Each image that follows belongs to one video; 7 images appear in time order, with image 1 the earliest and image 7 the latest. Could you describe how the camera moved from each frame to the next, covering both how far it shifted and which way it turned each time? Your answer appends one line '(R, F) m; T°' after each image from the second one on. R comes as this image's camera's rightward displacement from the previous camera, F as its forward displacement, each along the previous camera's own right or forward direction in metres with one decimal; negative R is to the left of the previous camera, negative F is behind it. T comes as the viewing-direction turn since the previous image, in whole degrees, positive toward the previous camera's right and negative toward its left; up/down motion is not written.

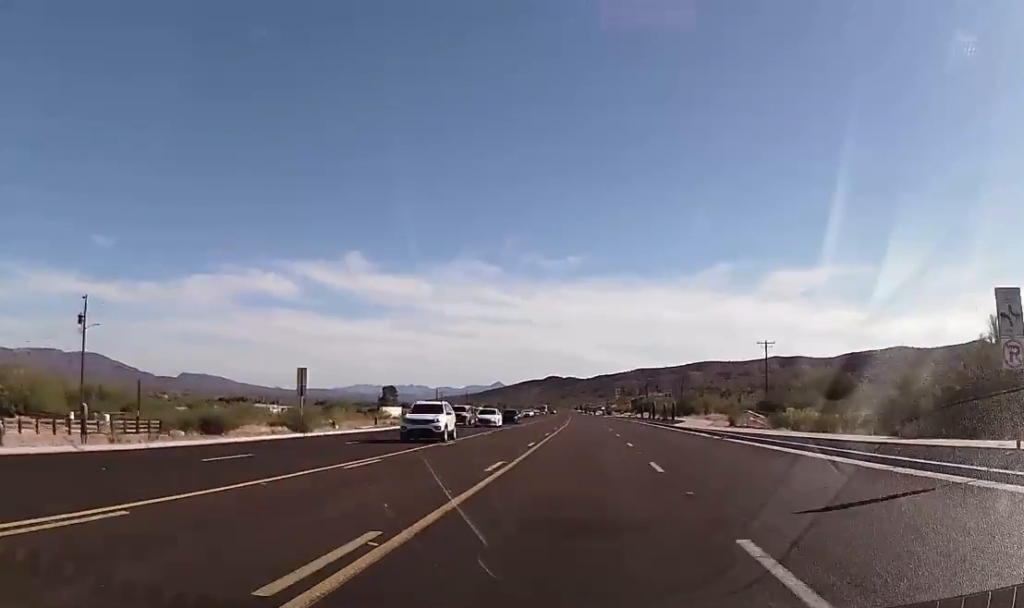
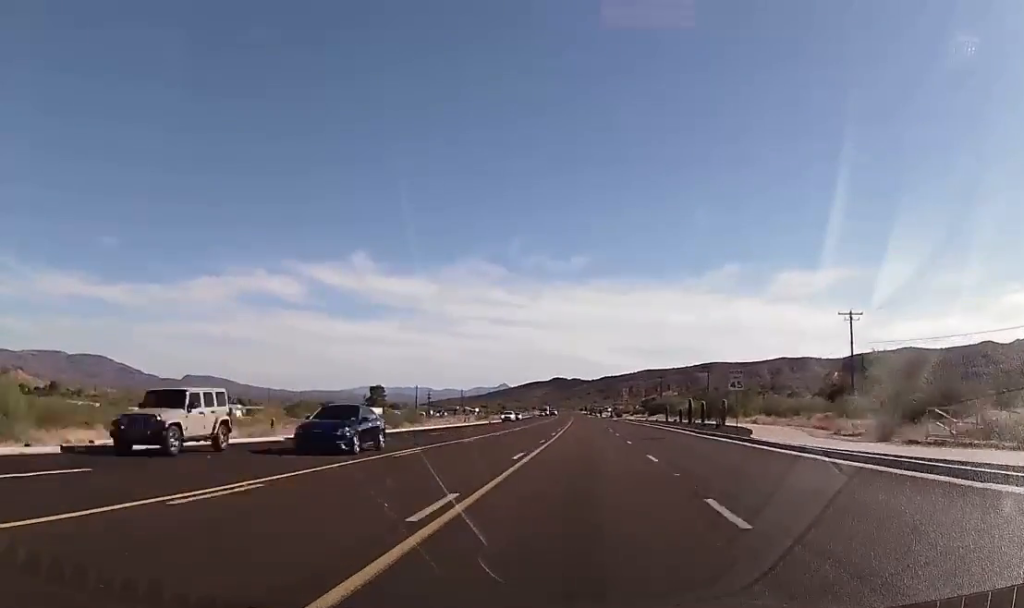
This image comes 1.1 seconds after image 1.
(-0.2, +32.0) m; 0°
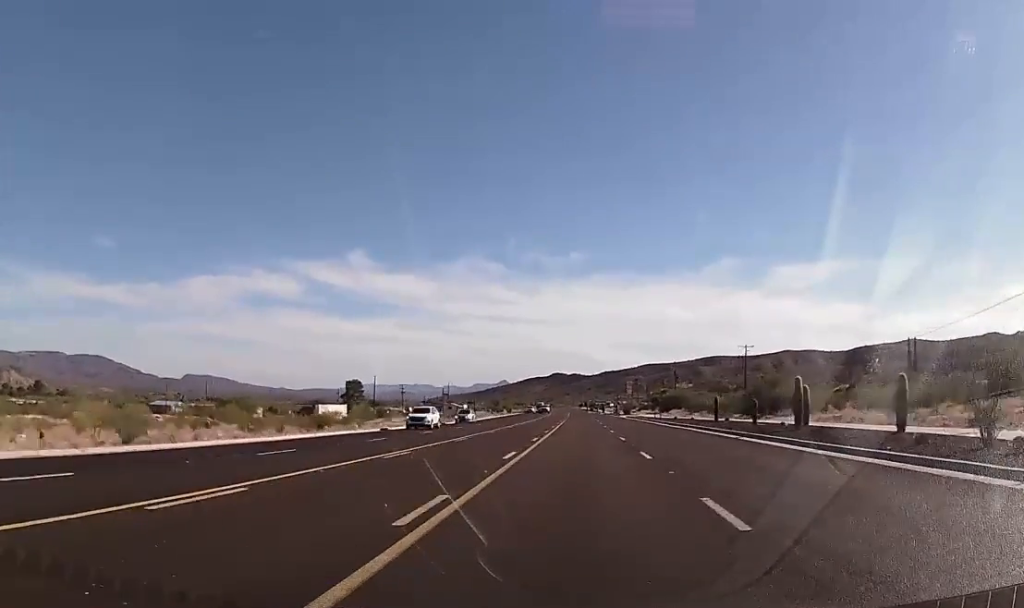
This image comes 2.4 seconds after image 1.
(-0.2, +36.2) m; -1°
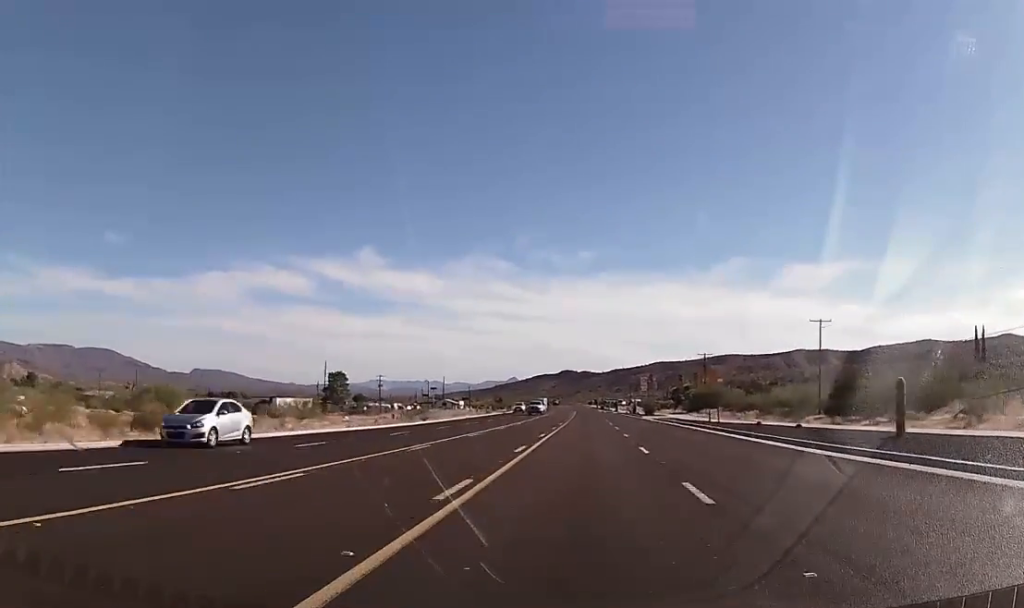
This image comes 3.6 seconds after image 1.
(-0.5, +33.9) m; -1°
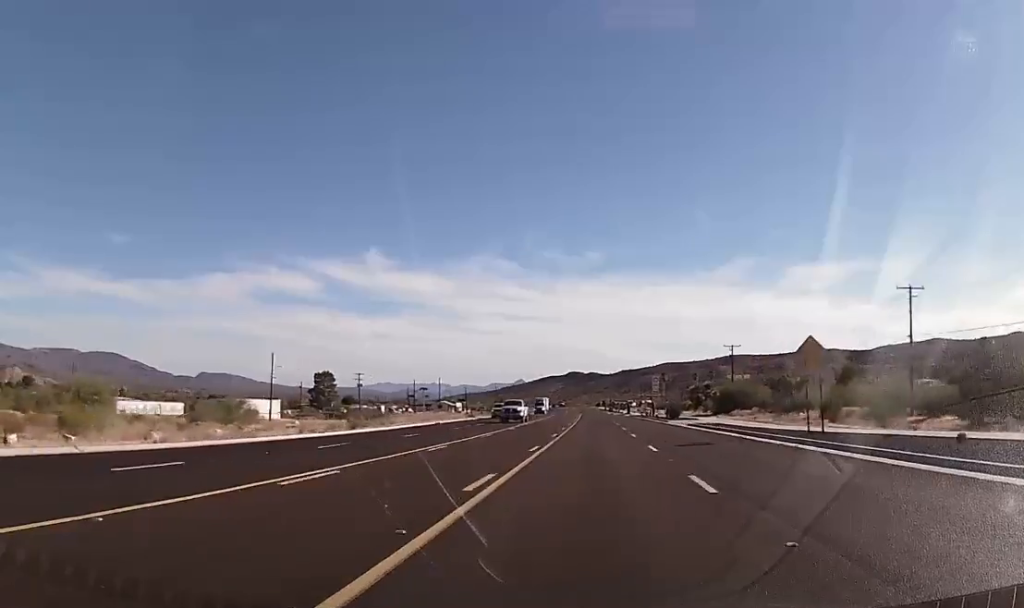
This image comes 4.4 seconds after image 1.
(0.0, +23.3) m; 0°
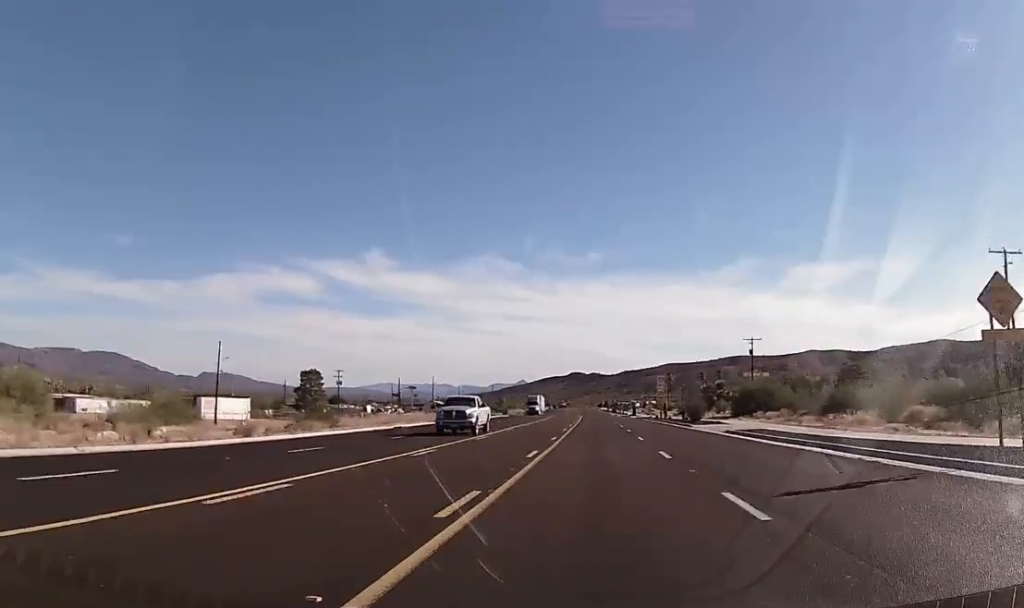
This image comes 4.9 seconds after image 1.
(+0.2, +15.5) m; 0°
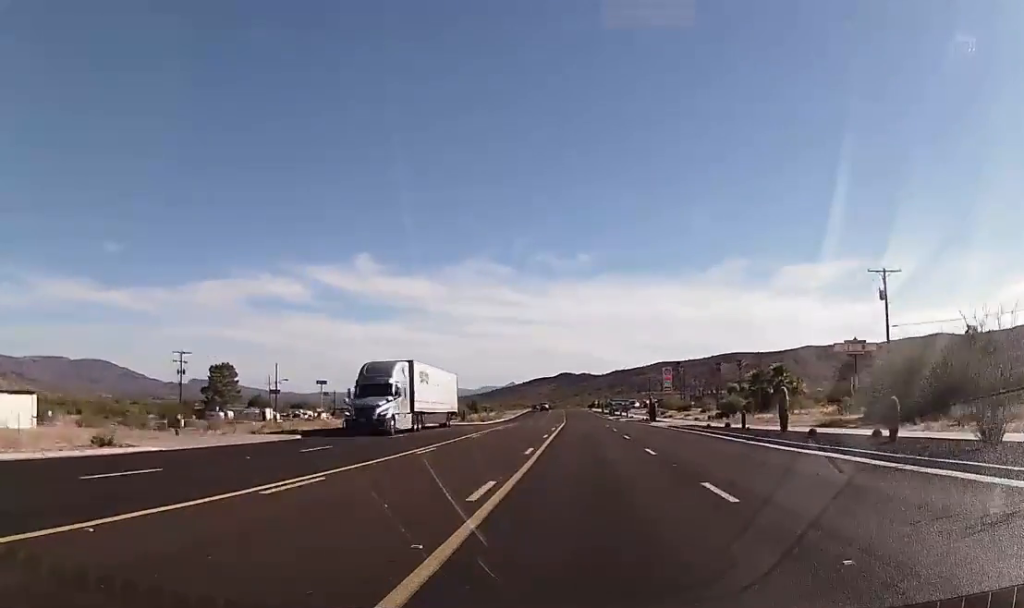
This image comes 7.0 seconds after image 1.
(-0.2, +59.4) m; -1°
